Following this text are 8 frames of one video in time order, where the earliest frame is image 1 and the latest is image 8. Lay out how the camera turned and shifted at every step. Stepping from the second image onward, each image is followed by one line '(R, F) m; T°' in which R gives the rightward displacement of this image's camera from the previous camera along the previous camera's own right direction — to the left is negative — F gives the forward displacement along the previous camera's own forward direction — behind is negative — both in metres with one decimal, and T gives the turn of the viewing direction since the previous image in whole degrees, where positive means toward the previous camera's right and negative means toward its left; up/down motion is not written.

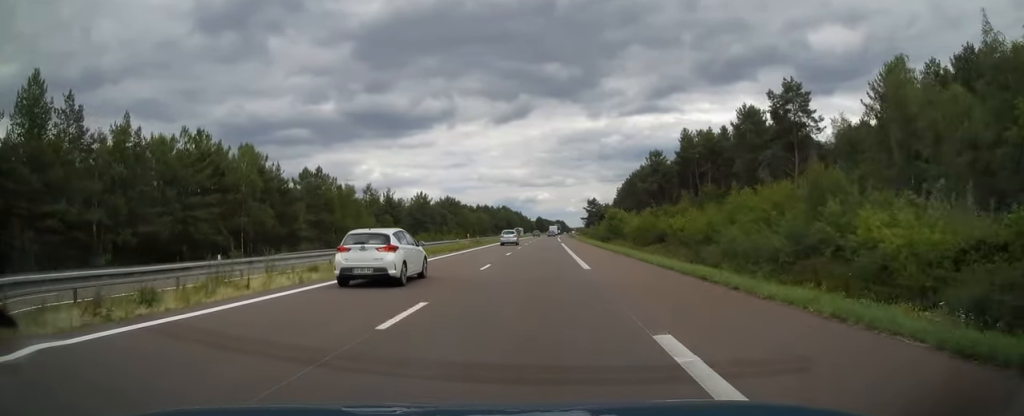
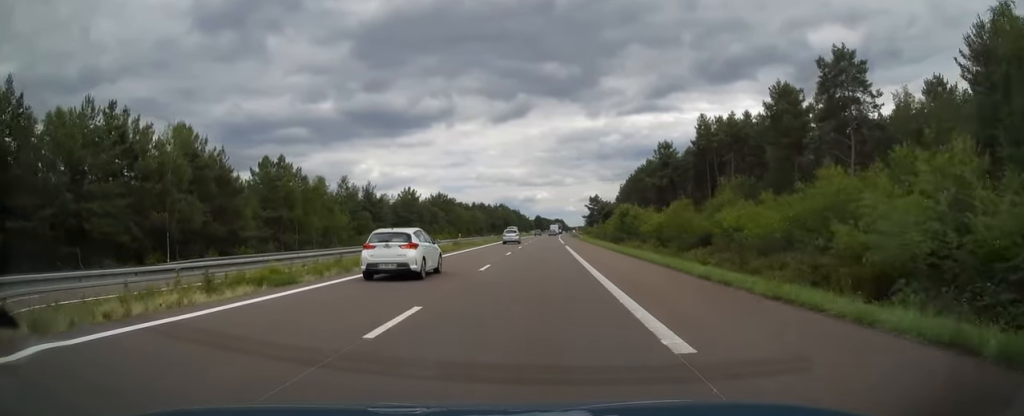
(0.0, +13.8) m; 0°
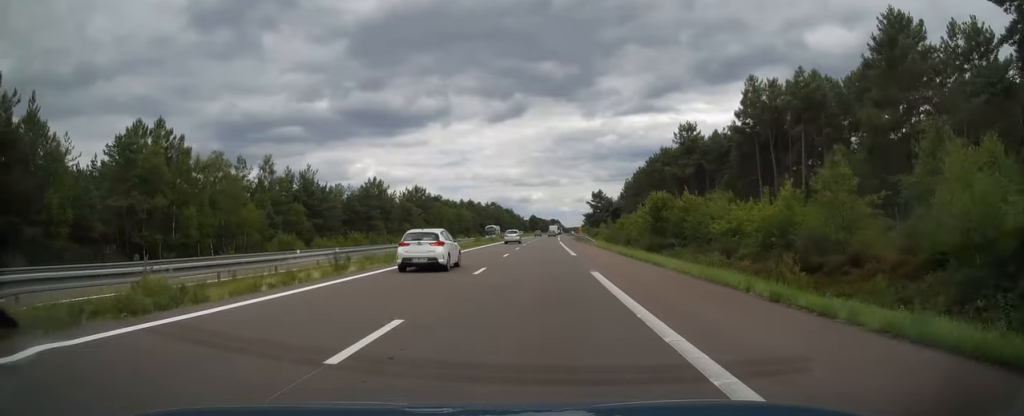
(+0.1, +27.6) m; 0°
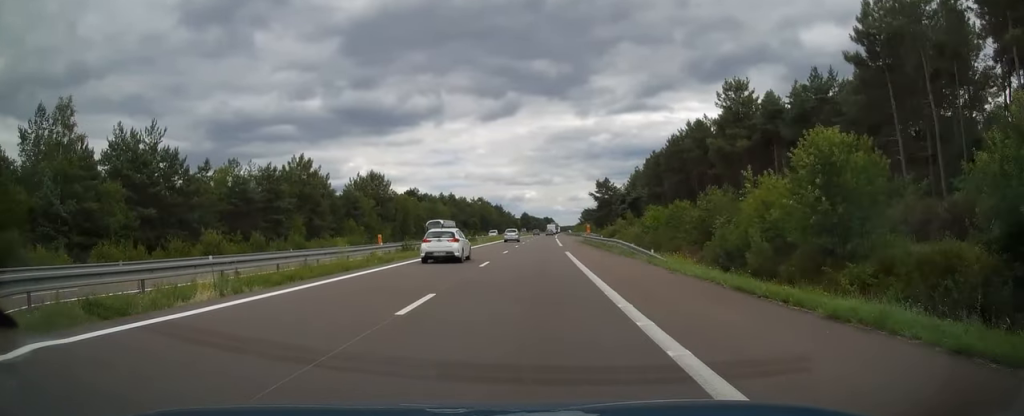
(0.0, +35.5) m; 0°
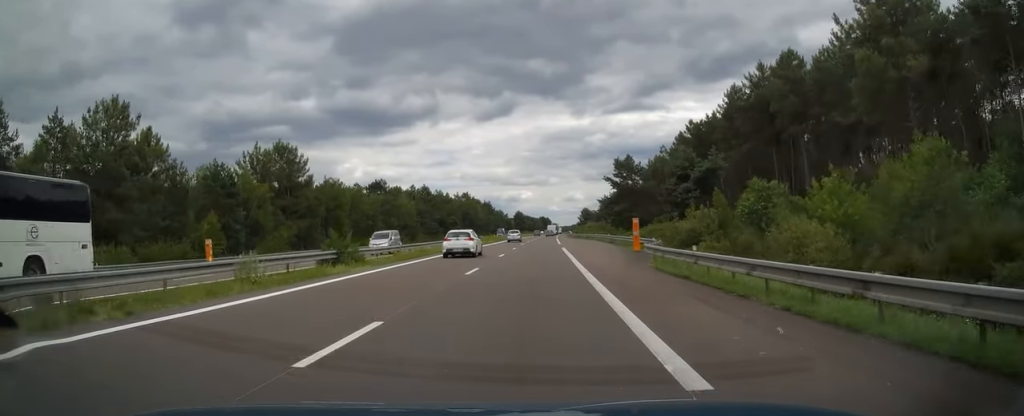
(+0.3, +42.8) m; +1°
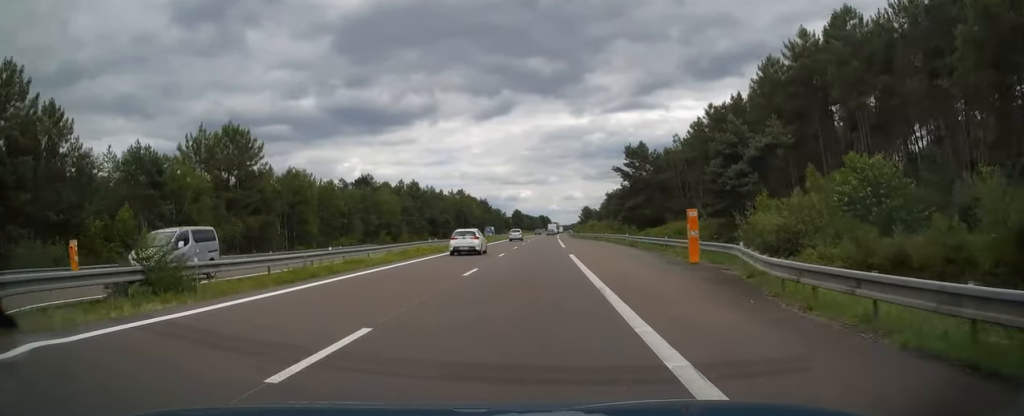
(0.0, +13.8) m; 0°
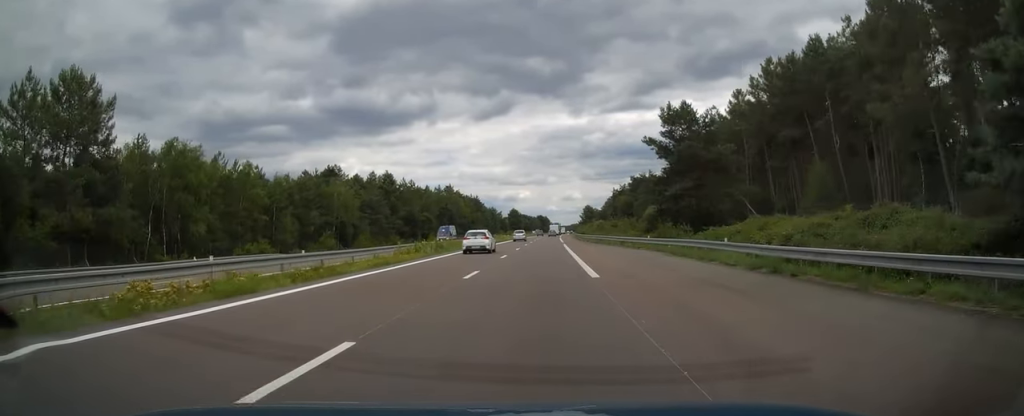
(+0.1, +27.1) m; 0°
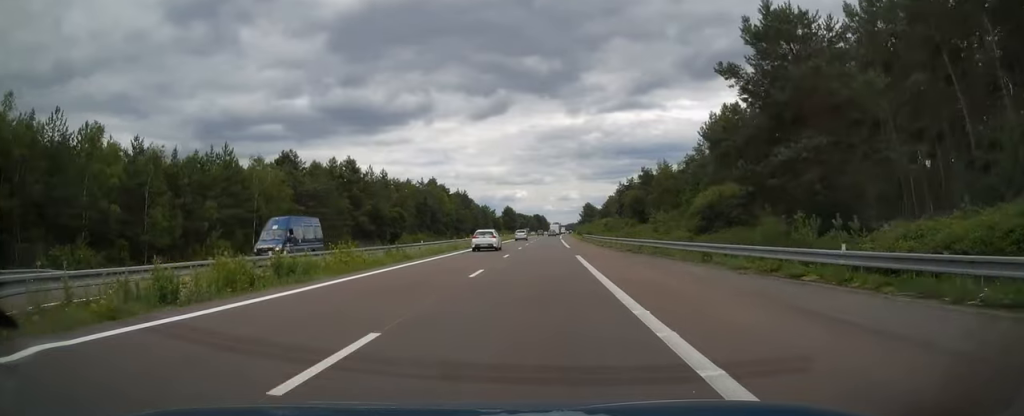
(0.0, +25.6) m; 0°
